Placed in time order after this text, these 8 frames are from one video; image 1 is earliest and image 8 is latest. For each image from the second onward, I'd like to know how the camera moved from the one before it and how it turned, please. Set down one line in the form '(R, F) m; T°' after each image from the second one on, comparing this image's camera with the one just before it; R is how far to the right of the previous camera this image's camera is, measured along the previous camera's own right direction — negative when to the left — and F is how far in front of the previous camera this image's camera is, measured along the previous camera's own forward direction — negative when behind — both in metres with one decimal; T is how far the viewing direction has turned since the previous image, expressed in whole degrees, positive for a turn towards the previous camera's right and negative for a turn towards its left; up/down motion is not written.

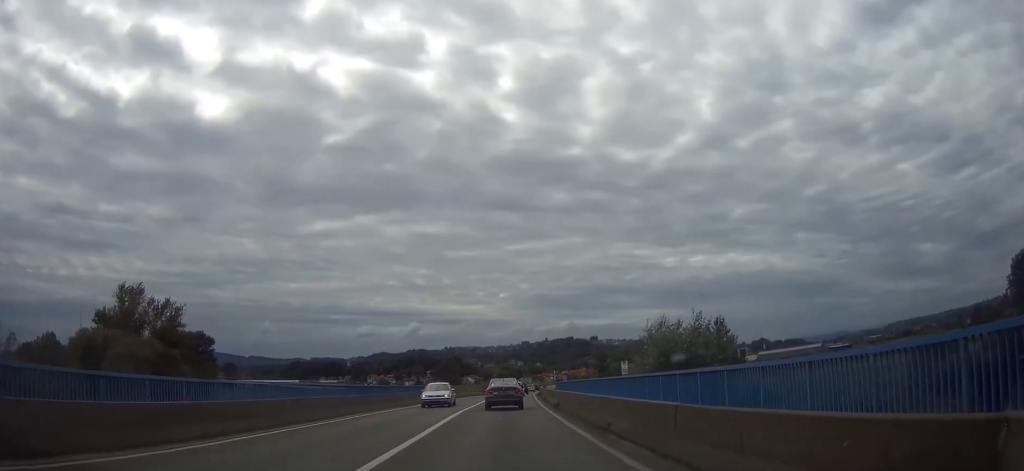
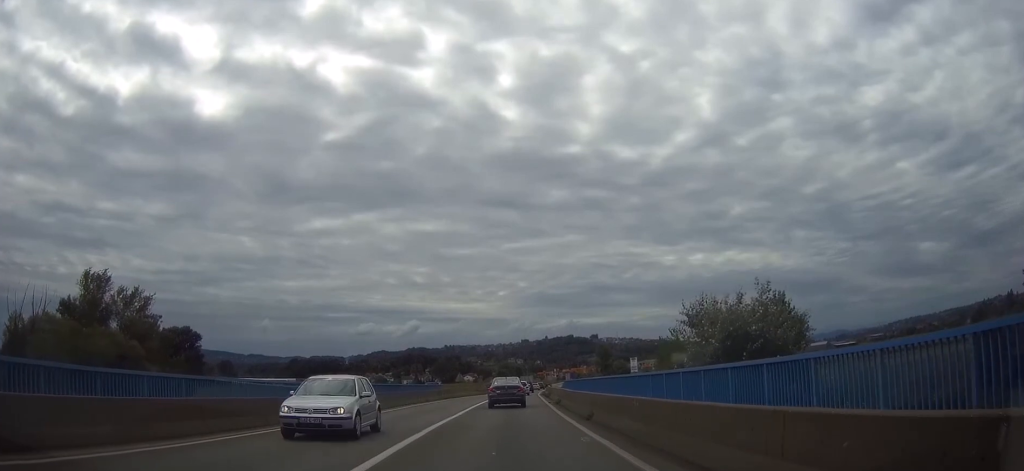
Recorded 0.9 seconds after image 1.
(+0.1, +12.2) m; +1°
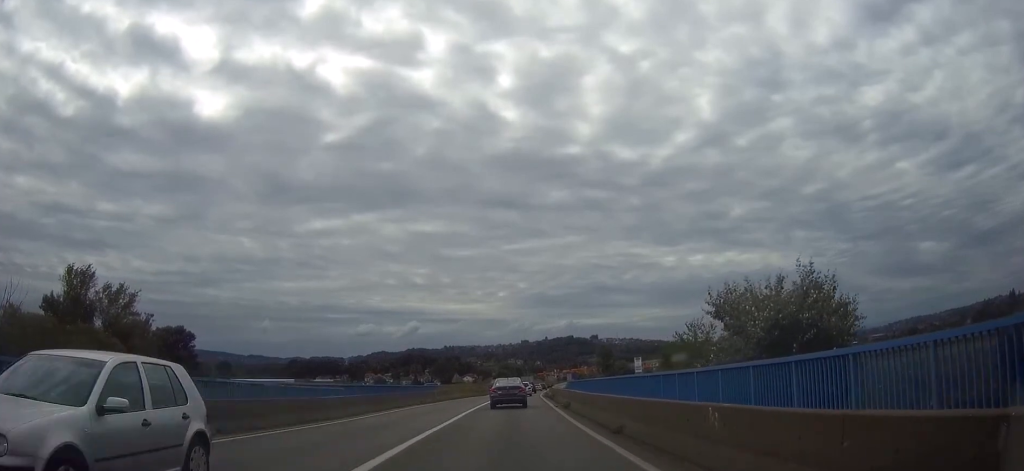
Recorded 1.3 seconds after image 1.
(0.0, +5.3) m; 0°
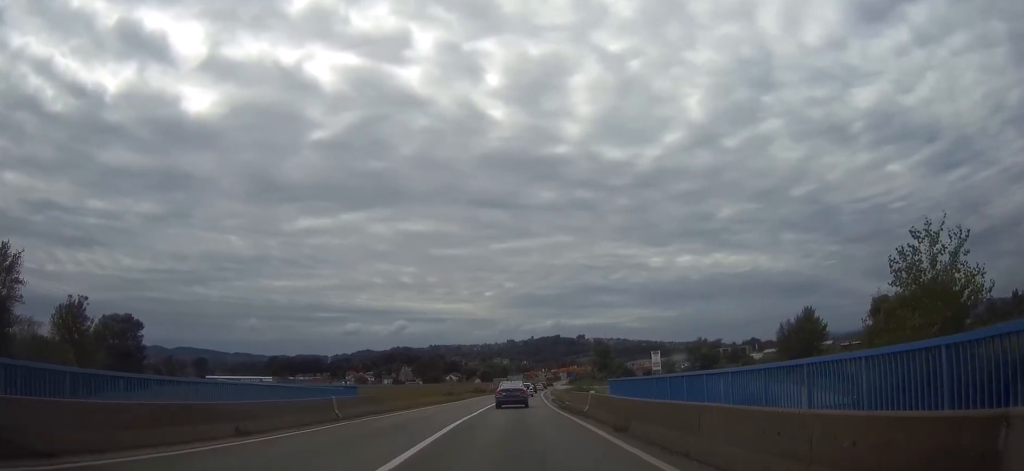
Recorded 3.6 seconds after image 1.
(0.0, +30.2) m; +1°
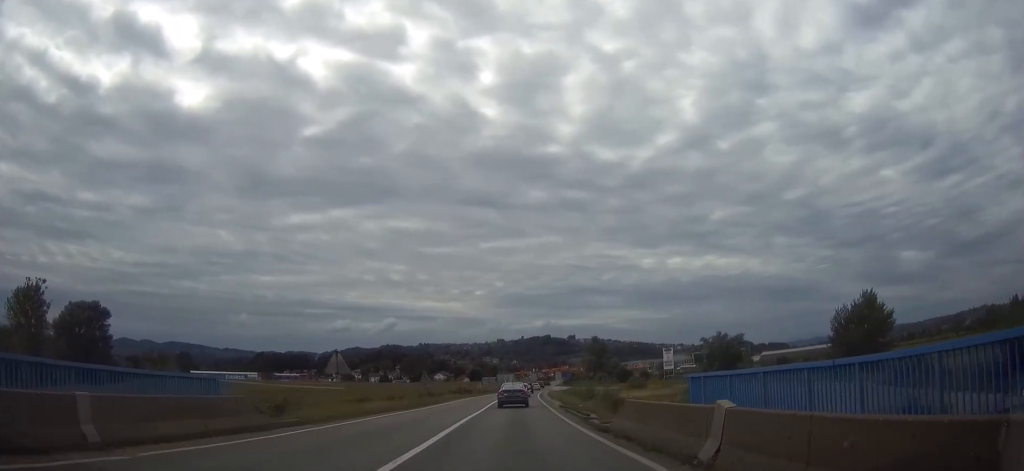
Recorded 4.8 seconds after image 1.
(+0.1, +15.9) m; +1°
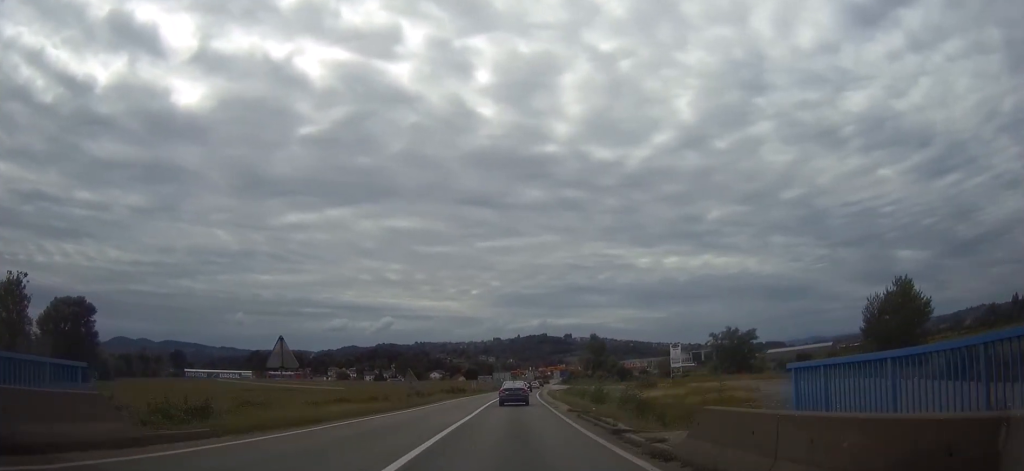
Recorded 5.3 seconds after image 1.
(0.0, +6.7) m; 0°
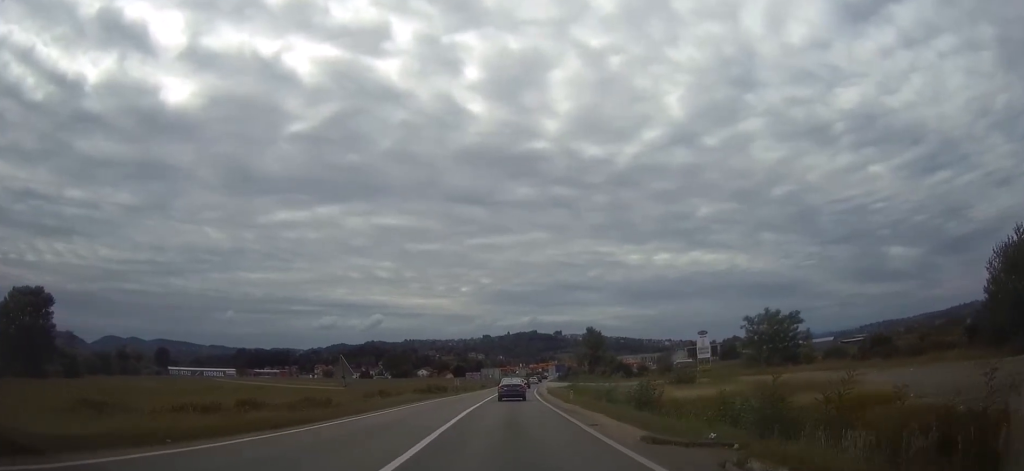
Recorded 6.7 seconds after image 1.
(+0.2, +18.1) m; +1°
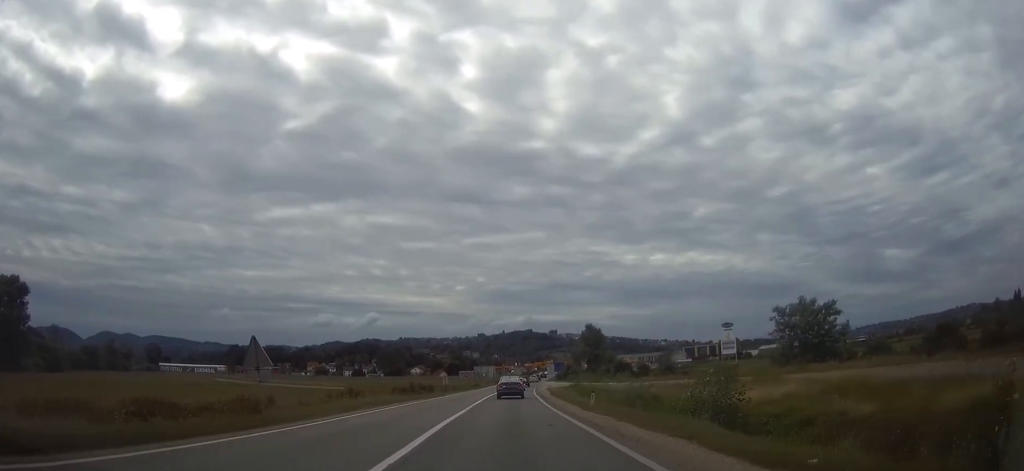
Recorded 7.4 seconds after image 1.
(0.0, +10.6) m; +1°
